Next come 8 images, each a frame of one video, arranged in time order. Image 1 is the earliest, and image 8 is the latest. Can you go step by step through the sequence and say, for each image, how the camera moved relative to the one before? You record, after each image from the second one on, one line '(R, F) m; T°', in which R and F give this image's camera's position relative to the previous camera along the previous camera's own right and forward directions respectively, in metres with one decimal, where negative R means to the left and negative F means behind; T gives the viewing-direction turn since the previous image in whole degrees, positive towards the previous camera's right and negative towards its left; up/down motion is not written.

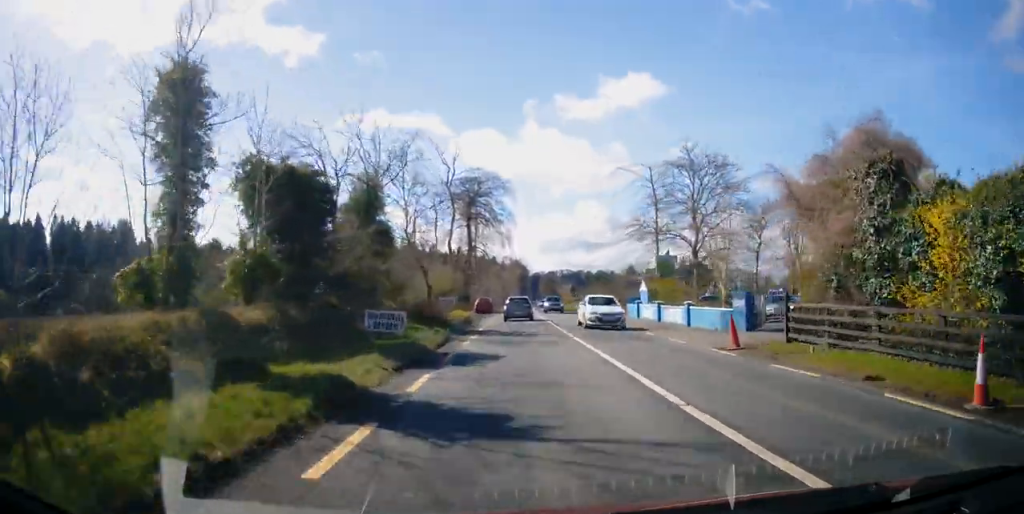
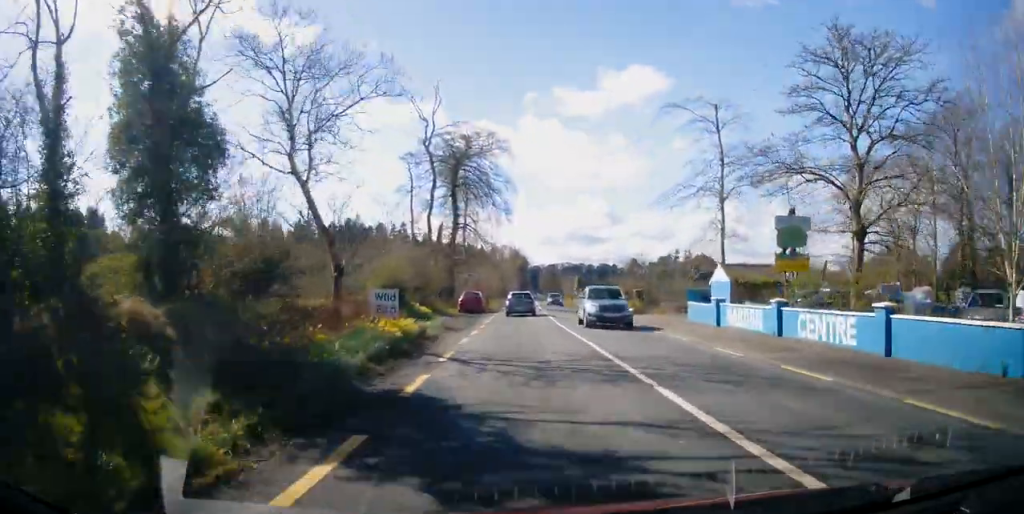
(-0.1, +17.0) m; 0°
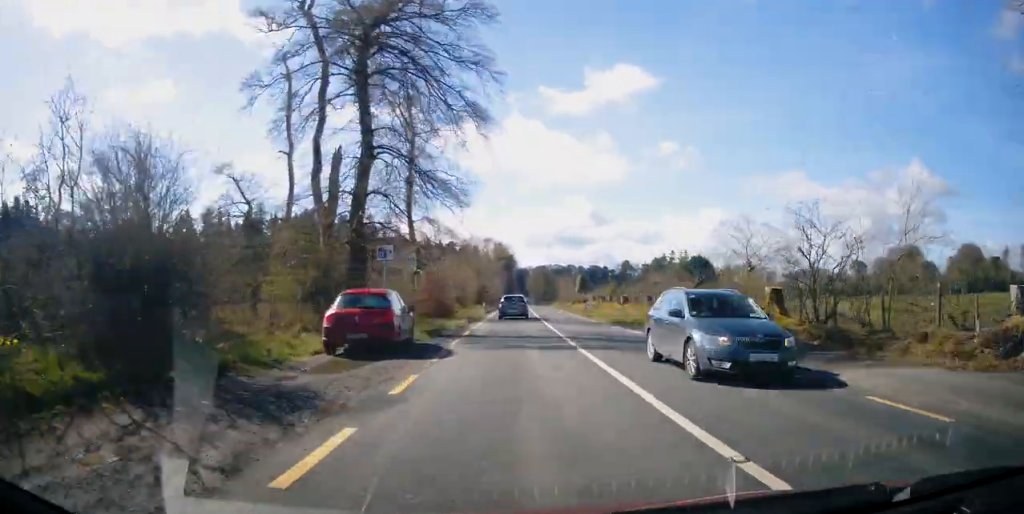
(+0.4, +28.1) m; +1°
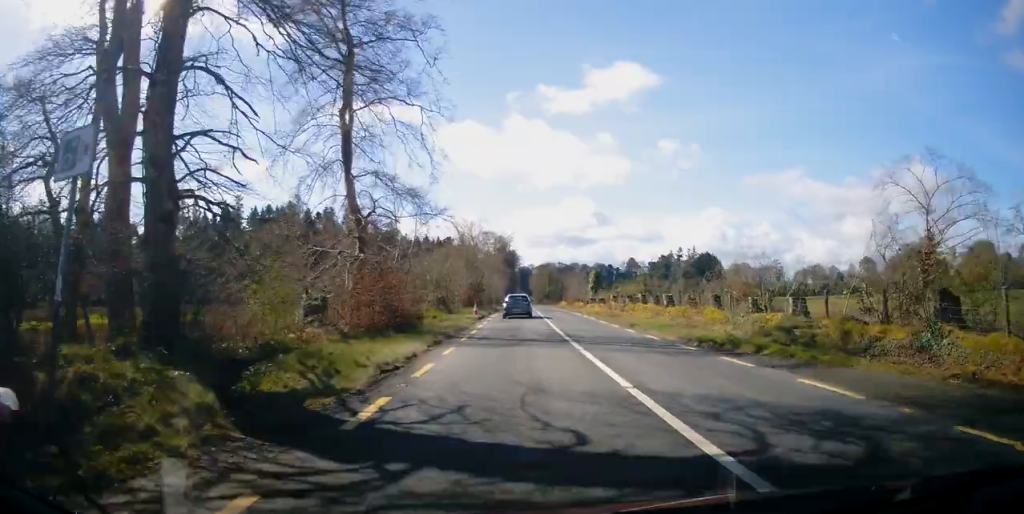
(0.0, +14.3) m; 0°
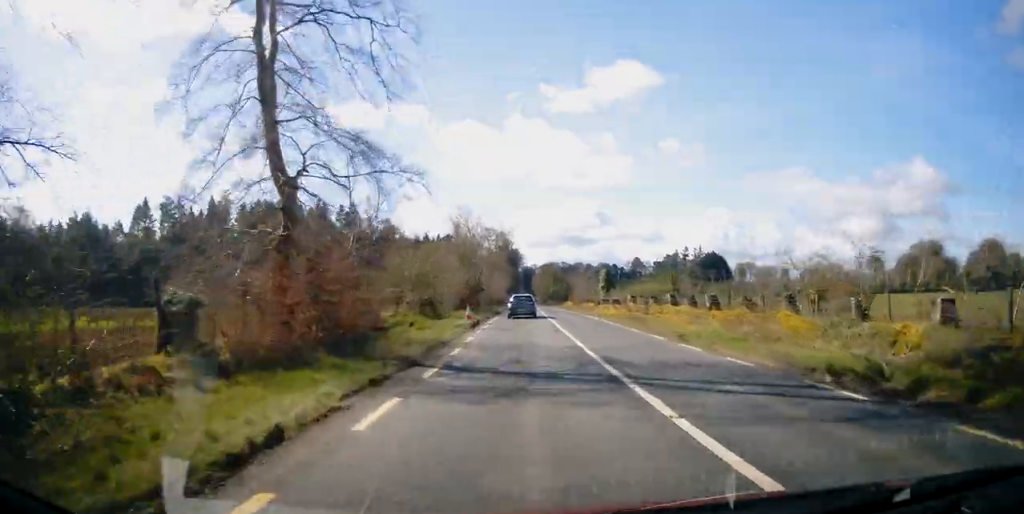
(+0.1, +8.0) m; 0°
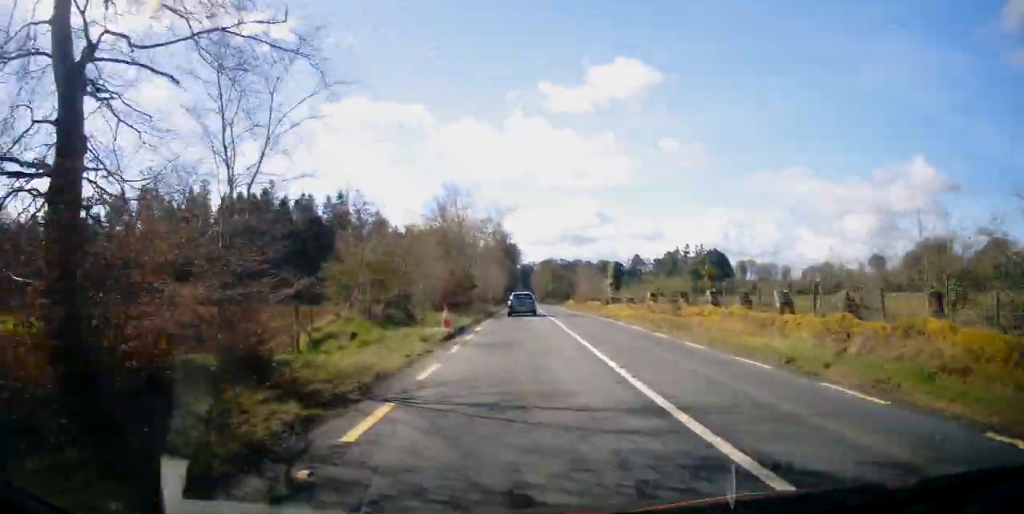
(+0.1, +8.5) m; 0°
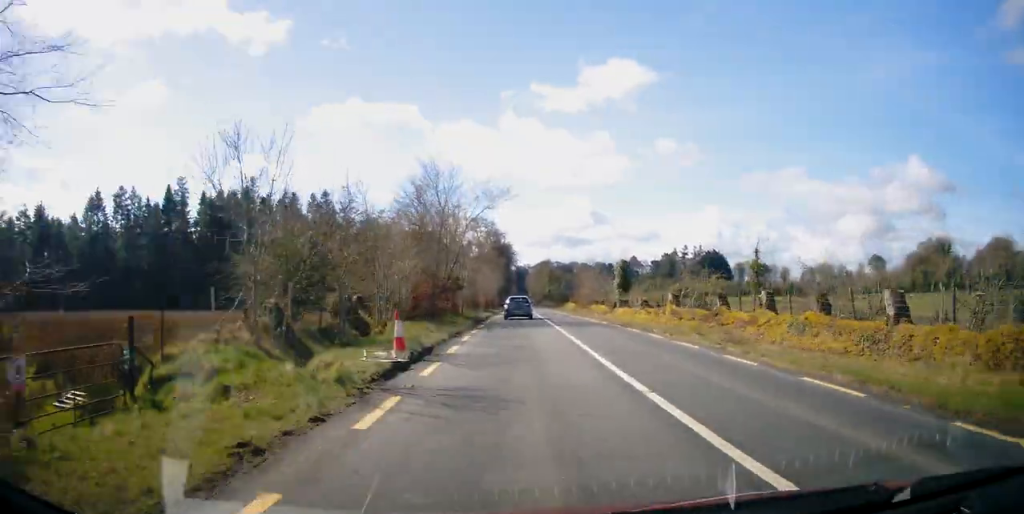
(-0.1, +7.5) m; 0°
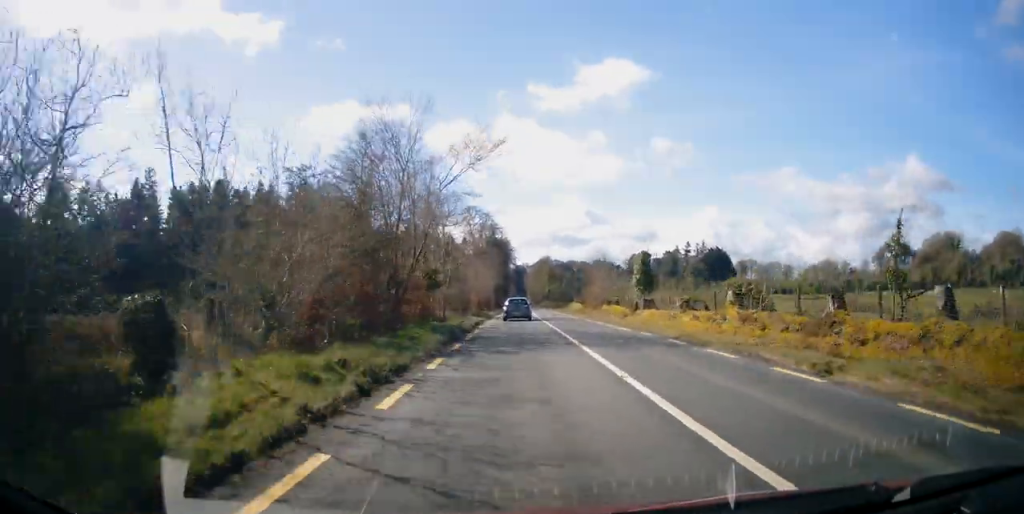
(-0.1, +11.0) m; 0°
